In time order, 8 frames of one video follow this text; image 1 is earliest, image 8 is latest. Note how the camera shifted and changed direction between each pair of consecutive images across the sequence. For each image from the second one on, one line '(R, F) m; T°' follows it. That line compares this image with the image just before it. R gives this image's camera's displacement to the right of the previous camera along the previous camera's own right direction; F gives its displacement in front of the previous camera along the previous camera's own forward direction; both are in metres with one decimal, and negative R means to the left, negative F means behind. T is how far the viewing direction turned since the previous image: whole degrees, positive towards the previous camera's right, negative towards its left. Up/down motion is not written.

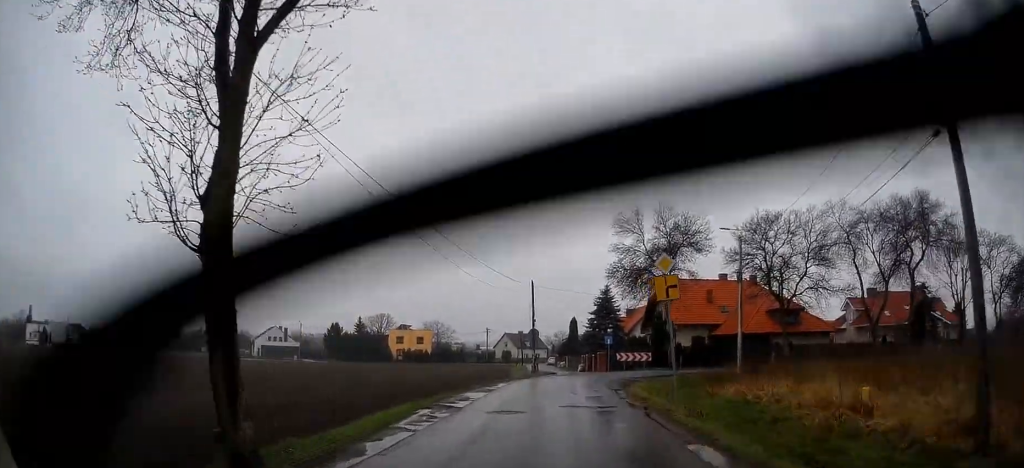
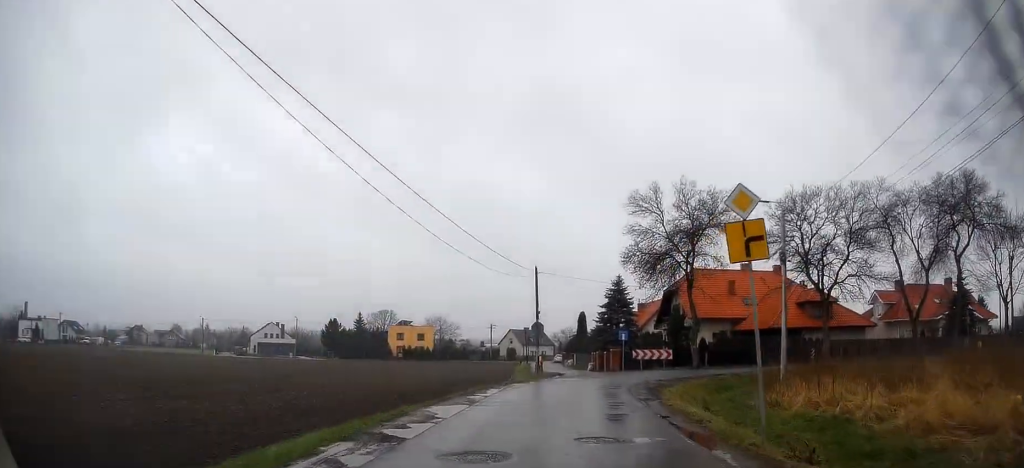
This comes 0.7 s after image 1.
(-0.3, +6.3) m; -3°
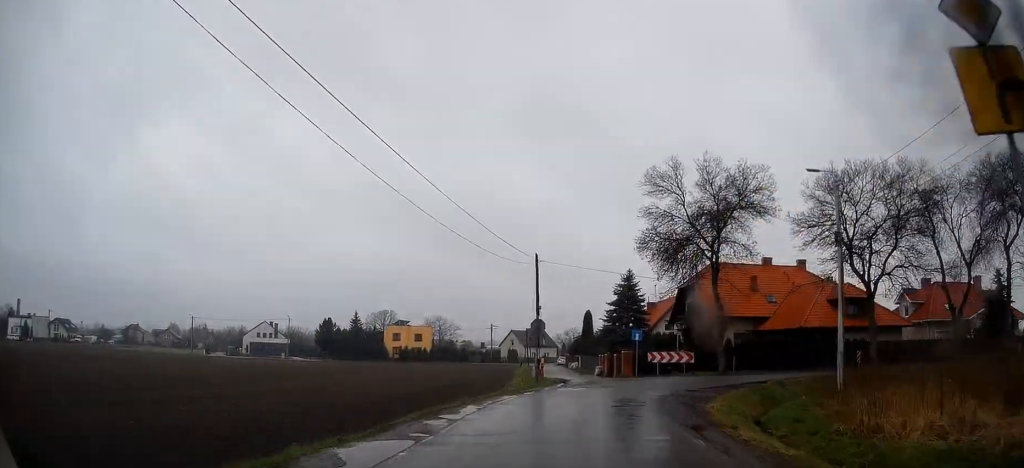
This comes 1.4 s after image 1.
(0.0, +6.3) m; +1°
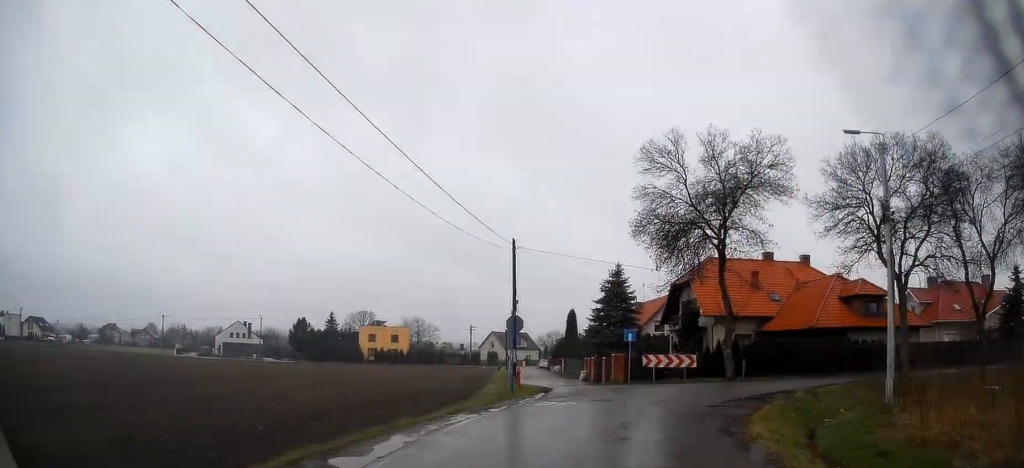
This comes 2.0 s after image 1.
(+0.1, +5.5) m; +2°
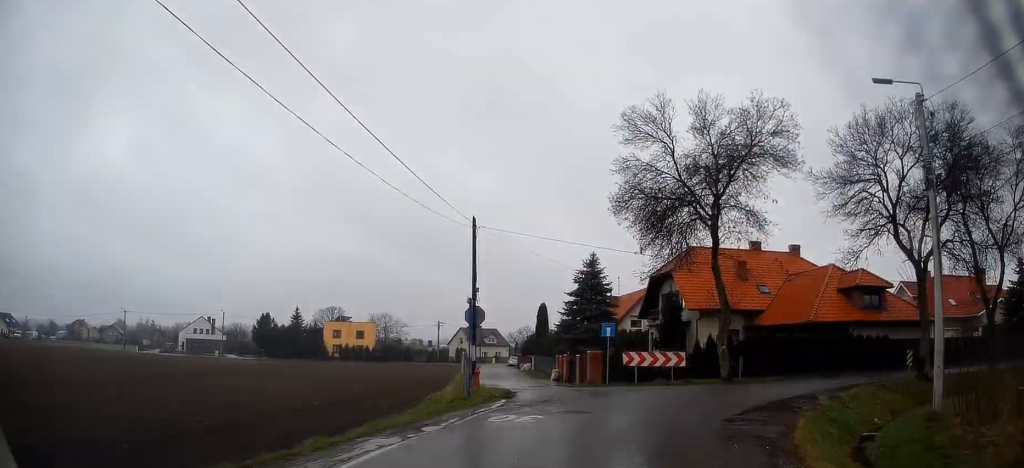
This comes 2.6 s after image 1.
(0.0, +4.5) m; +2°
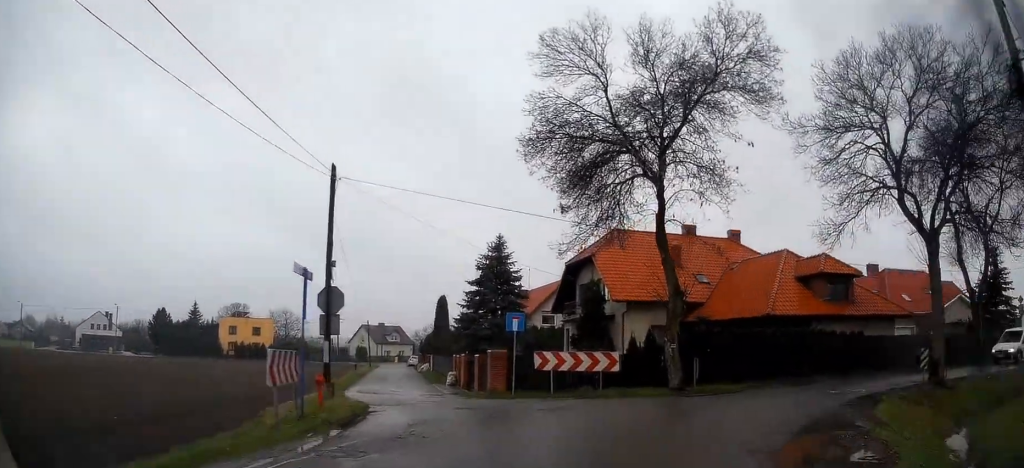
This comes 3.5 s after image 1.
(+0.3, +7.2) m; +7°
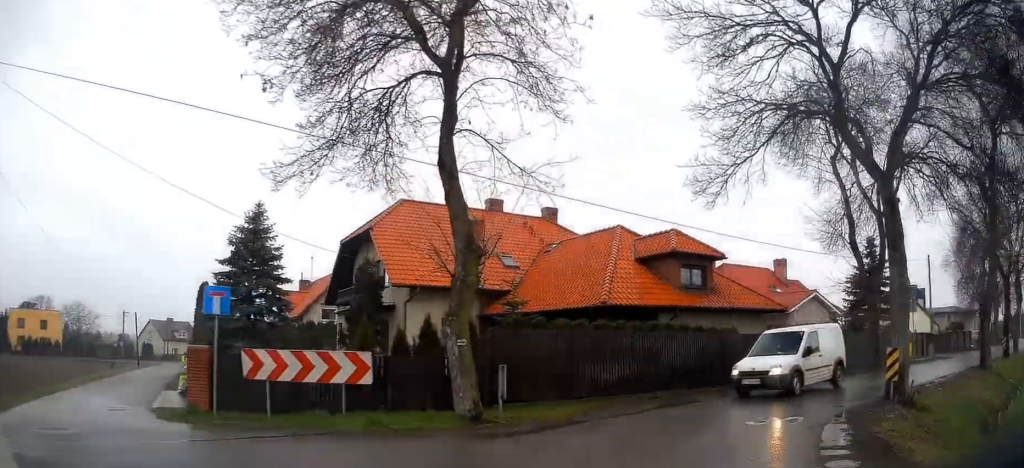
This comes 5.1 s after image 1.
(+1.4, +8.8) m; +17°
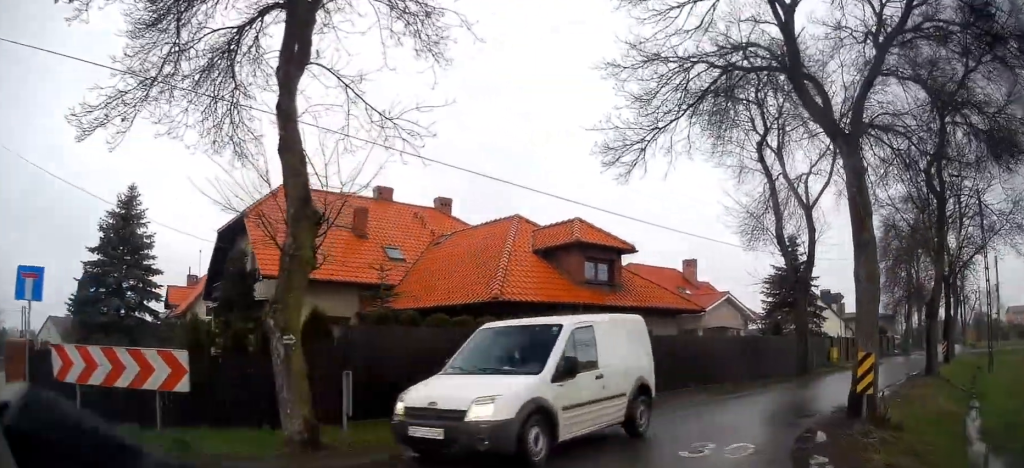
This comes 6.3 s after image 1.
(+0.5, +4.5) m; +11°
